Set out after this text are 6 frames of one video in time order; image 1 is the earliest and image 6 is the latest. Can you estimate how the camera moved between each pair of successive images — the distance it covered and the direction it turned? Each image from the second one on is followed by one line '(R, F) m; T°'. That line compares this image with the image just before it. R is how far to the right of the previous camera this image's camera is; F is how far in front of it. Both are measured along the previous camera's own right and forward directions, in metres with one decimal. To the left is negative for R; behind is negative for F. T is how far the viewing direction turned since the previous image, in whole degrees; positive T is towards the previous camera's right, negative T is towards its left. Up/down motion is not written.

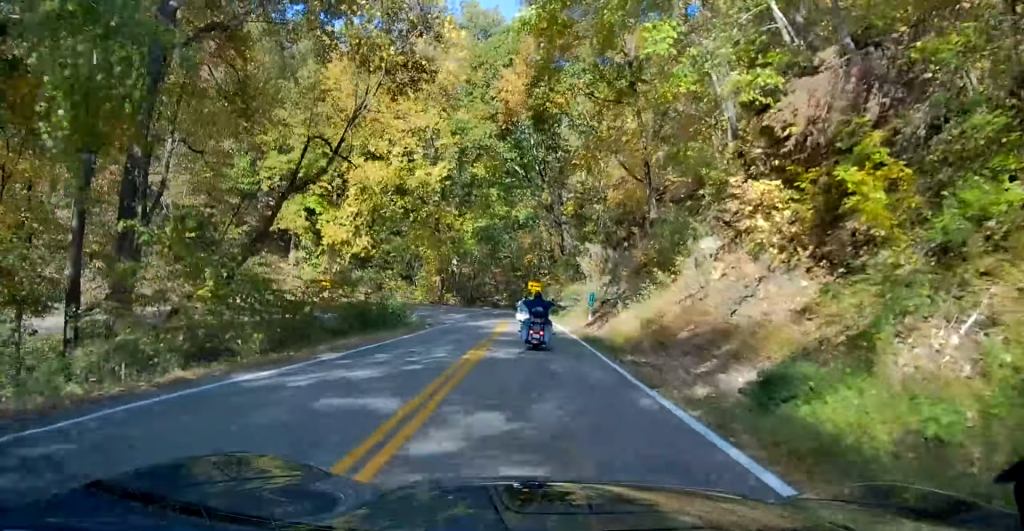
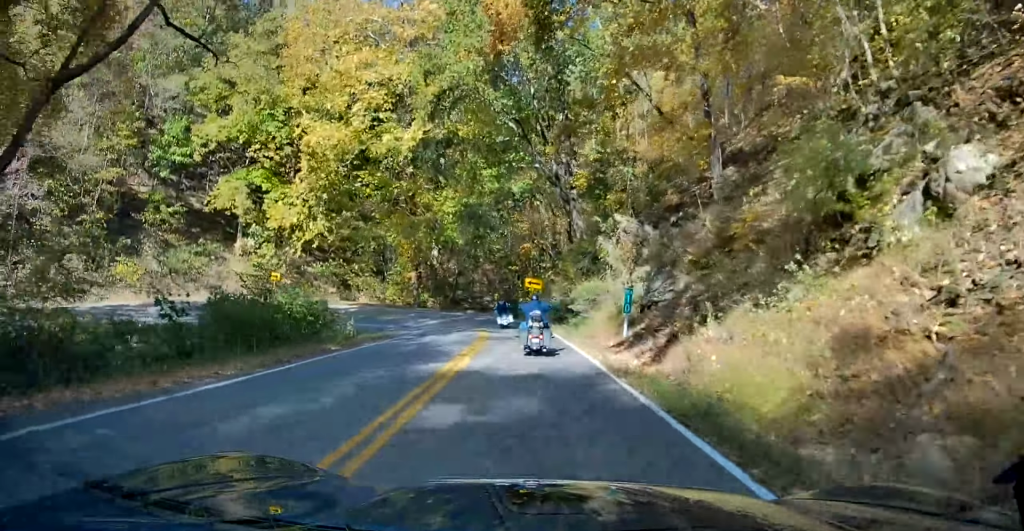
(-0.4, +14.4) m; -1°
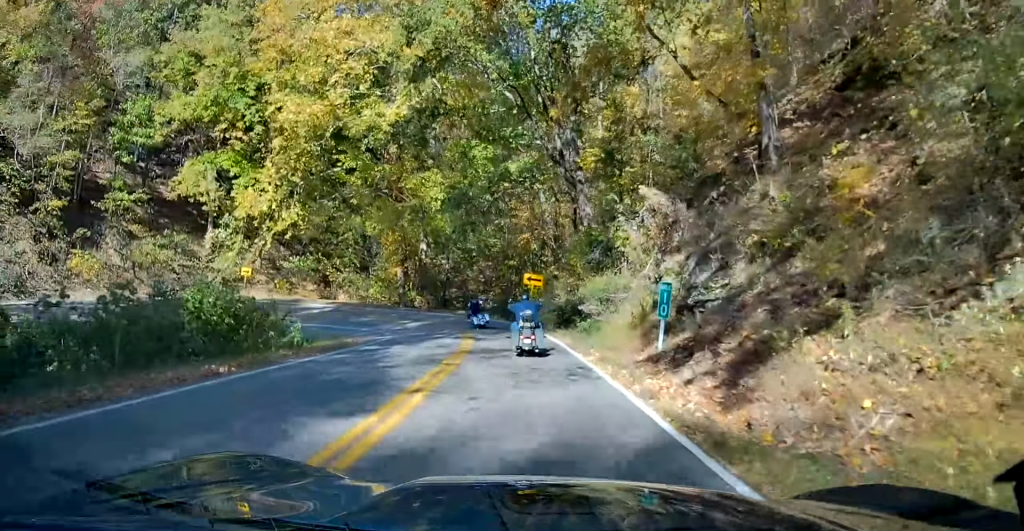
(0.0, +6.2) m; 0°
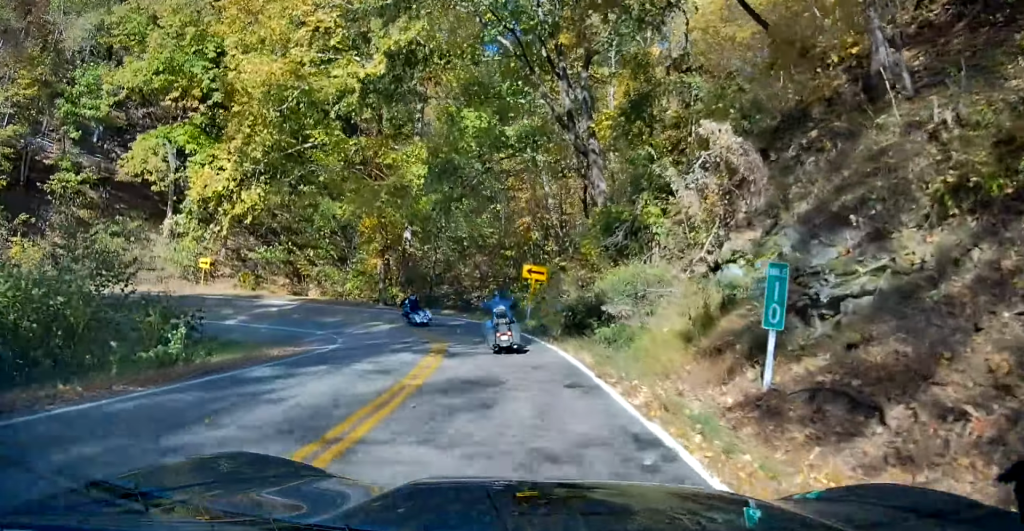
(+0.6, +7.3) m; 0°
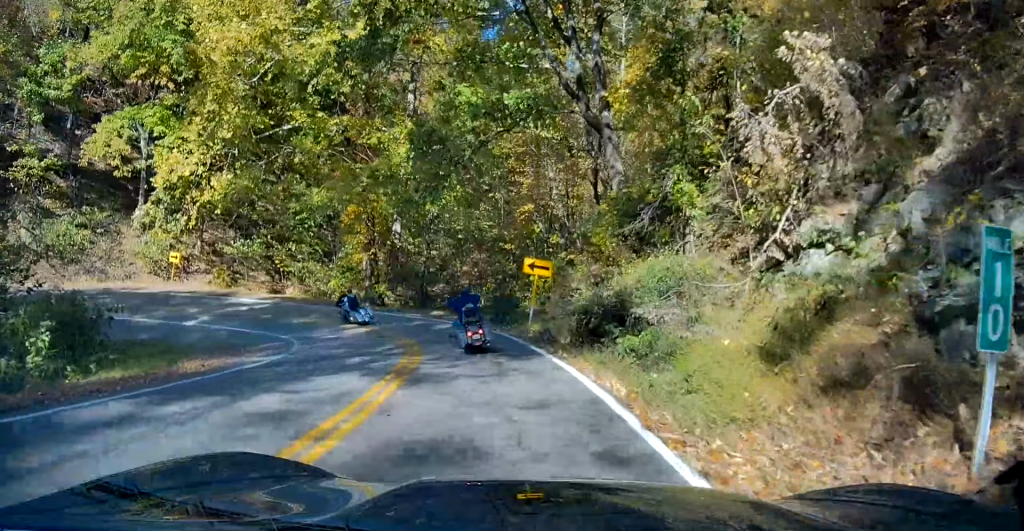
(-0.3, +4.2) m; -1°
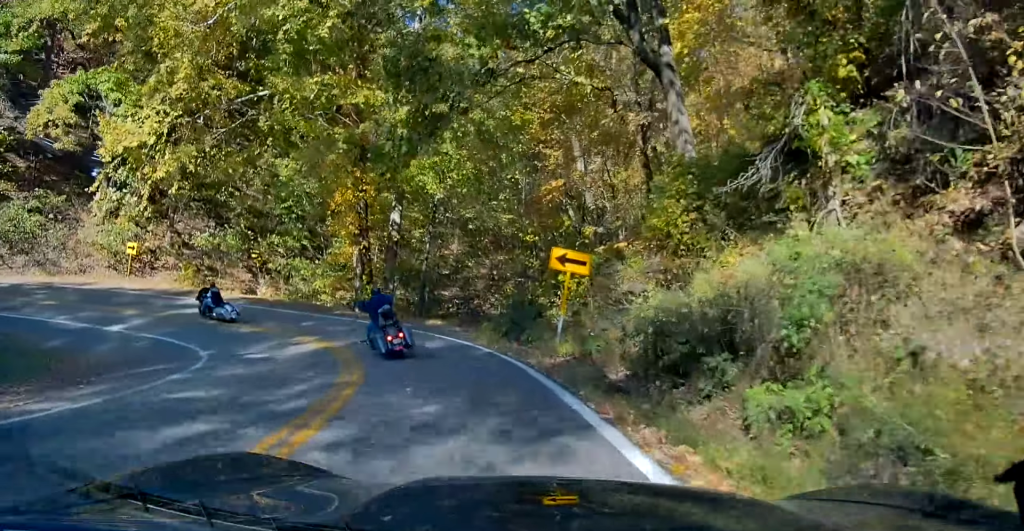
(-0.4, +7.1) m; -4°
